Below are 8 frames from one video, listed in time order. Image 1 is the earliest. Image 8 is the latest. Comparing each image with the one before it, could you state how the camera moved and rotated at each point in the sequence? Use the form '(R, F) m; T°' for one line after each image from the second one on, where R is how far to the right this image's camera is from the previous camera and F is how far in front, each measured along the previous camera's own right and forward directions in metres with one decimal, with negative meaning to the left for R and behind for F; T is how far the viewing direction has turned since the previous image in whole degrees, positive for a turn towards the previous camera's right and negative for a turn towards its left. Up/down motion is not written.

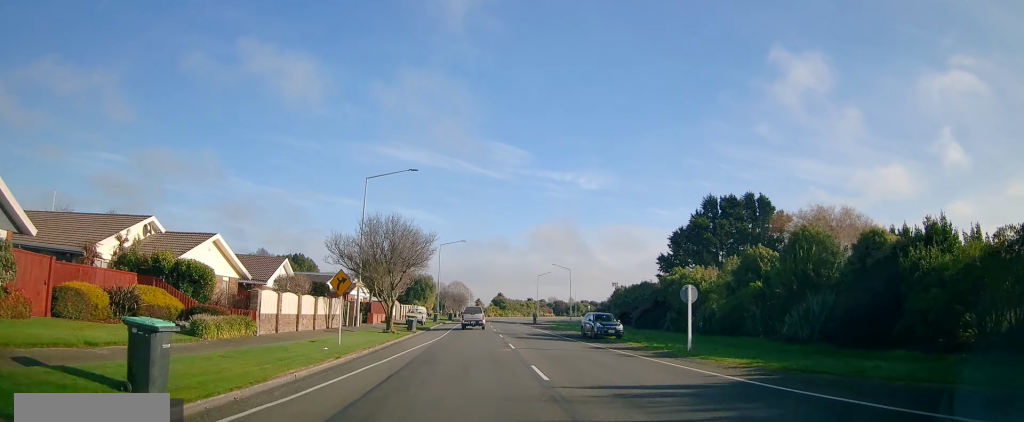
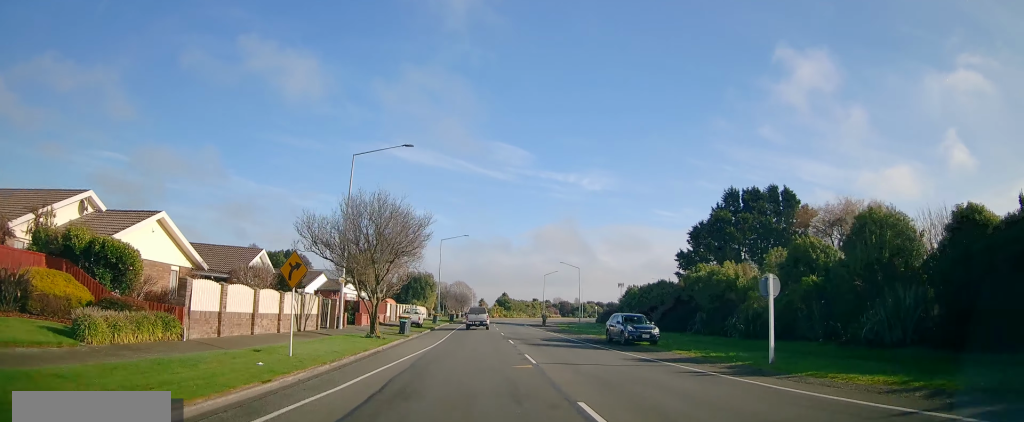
(-0.1, +6.8) m; 0°
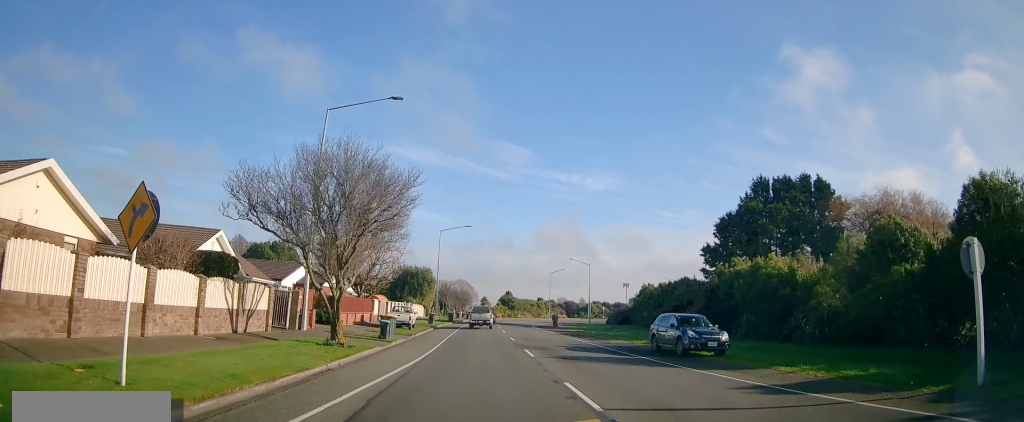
(-0.1, +8.4) m; +1°
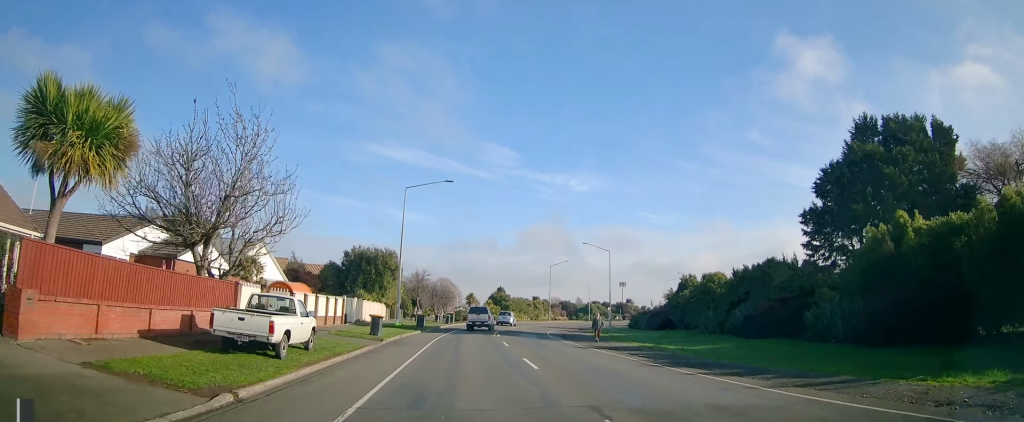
(+0.7, +25.2) m; +2°
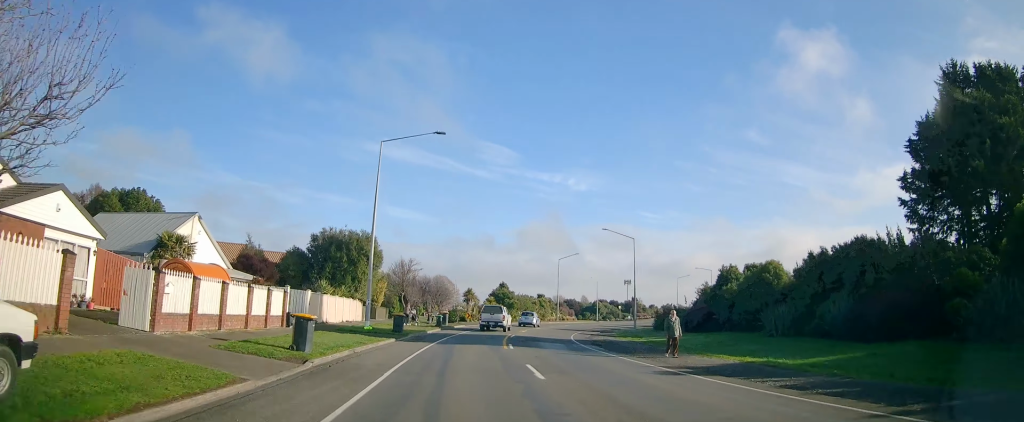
(0.0, +12.0) m; 0°
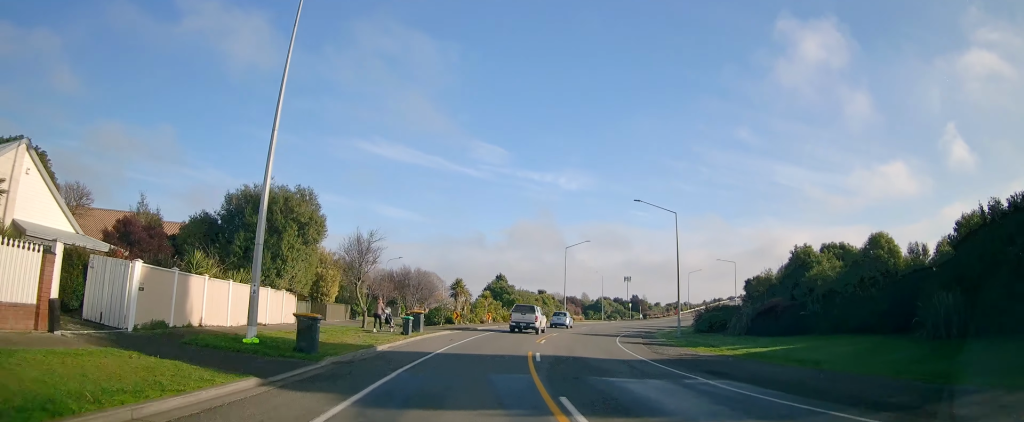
(-0.1, +15.9) m; +1°
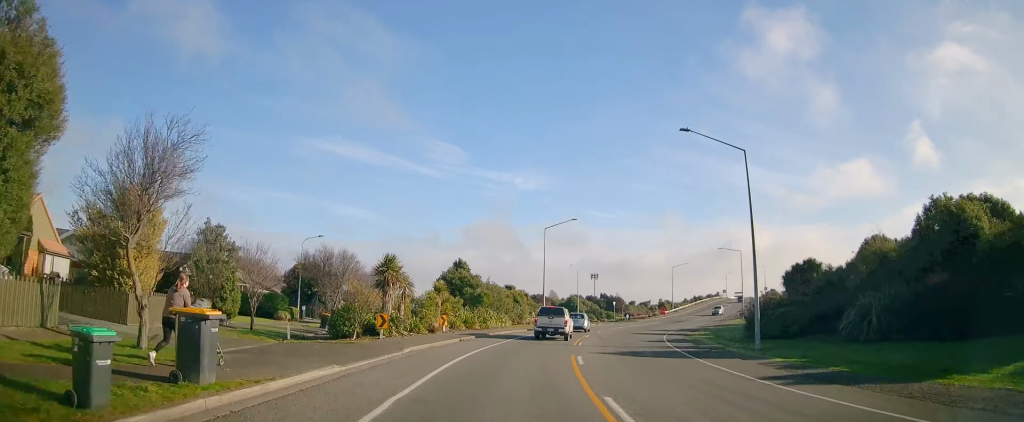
(+0.8, +19.5) m; +7°
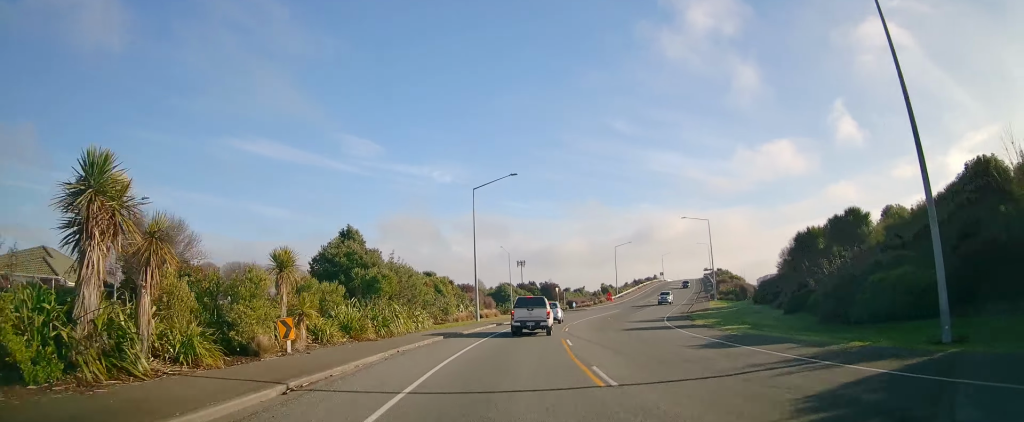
(+1.0, +16.7) m; +10°
